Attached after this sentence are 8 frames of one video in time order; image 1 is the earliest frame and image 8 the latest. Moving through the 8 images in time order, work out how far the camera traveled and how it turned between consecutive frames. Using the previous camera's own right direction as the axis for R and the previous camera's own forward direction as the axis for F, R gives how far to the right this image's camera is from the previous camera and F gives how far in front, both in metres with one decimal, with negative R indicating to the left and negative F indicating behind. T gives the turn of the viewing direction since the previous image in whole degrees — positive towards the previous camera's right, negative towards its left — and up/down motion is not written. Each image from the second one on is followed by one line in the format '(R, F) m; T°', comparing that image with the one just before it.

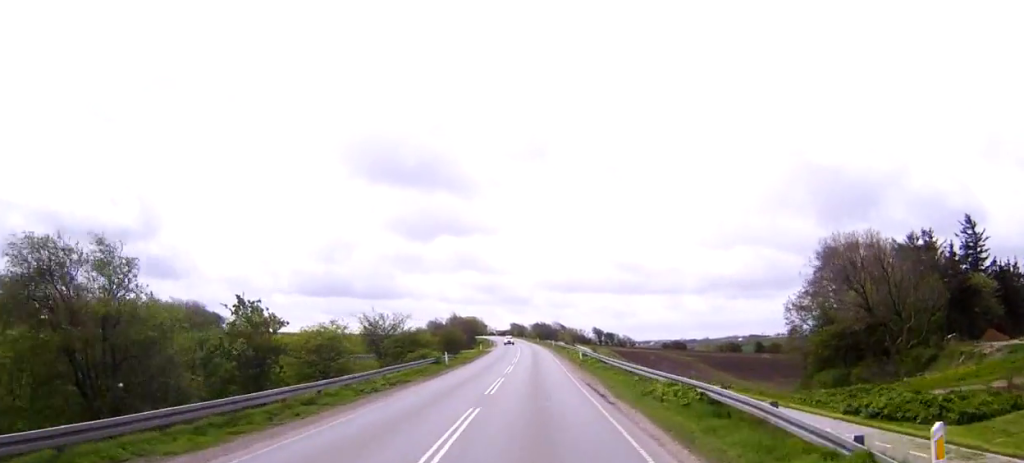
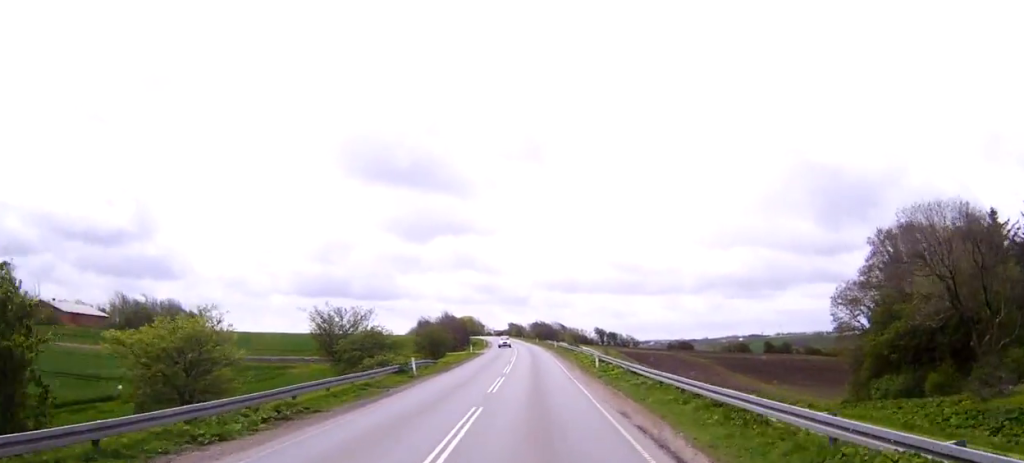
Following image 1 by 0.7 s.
(0.0, +14.9) m; 0°
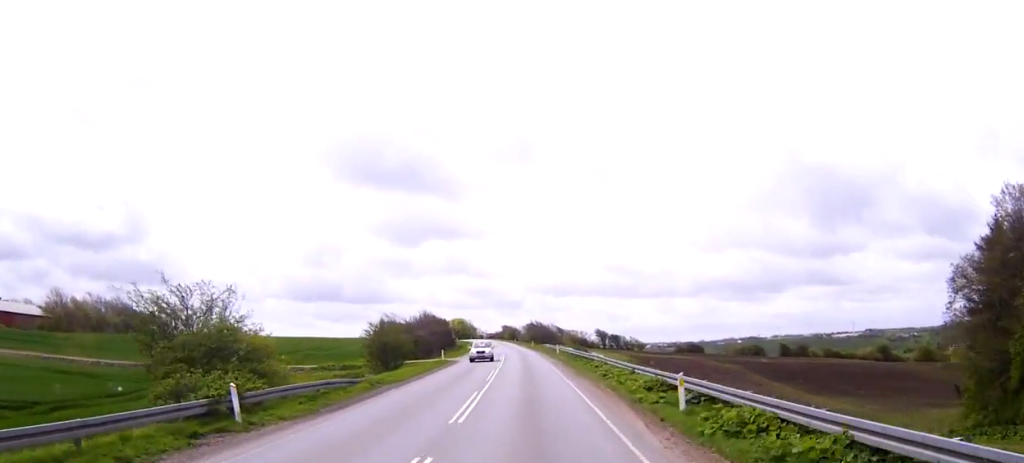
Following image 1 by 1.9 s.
(0.0, +24.2) m; 0°
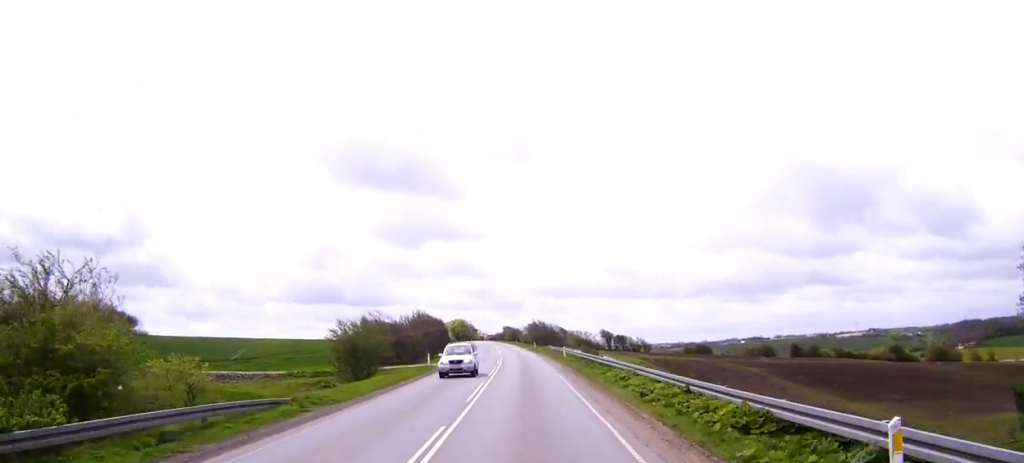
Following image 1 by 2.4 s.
(0.0, +10.1) m; 0°
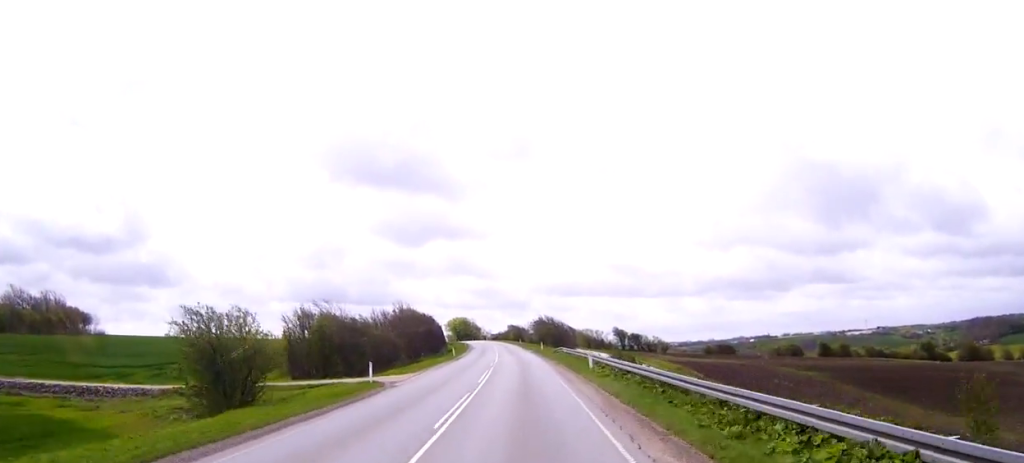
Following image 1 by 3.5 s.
(0.0, +21.7) m; 0°
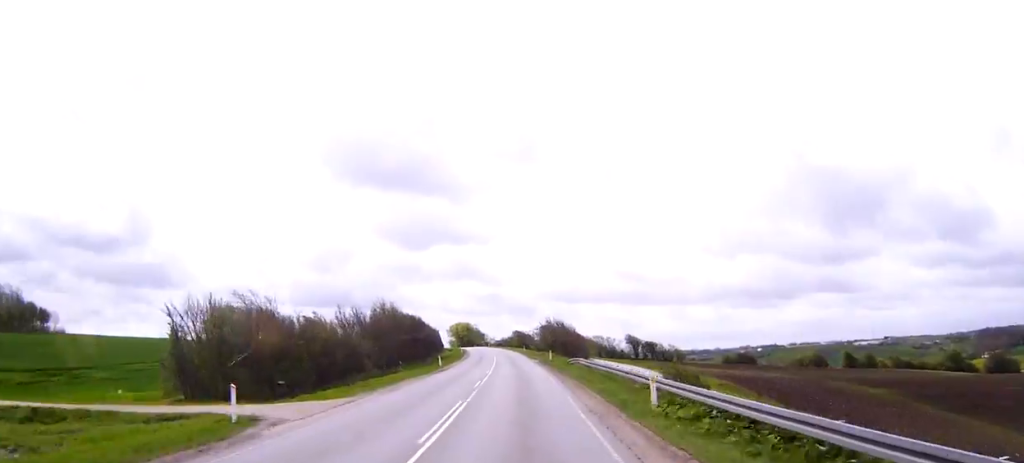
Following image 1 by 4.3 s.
(-0.1, +17.1) m; -1°
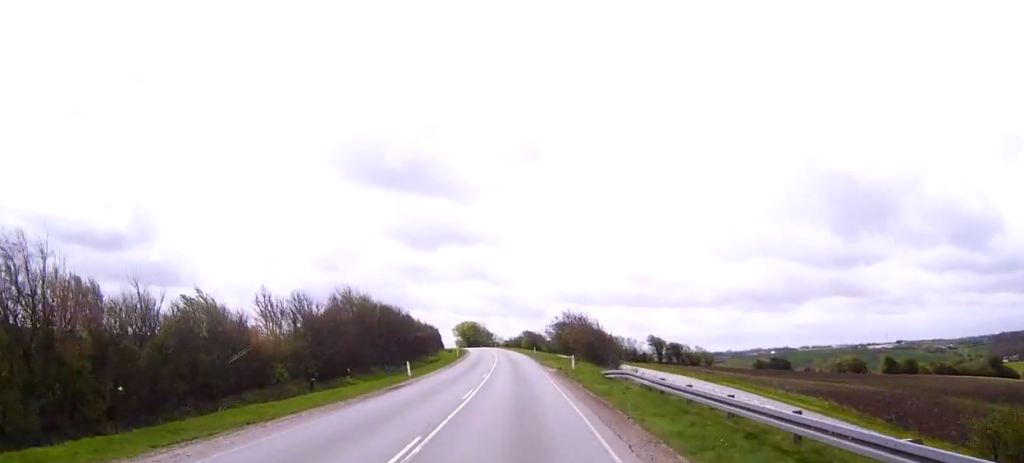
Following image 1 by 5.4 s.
(-0.1, +21.9) m; 0°
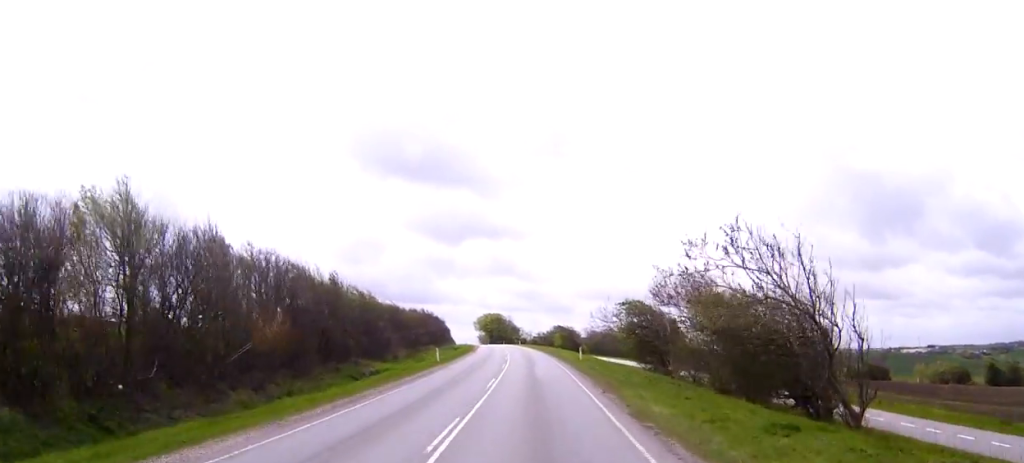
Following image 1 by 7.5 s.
(-0.4, +43.4) m; -2°
